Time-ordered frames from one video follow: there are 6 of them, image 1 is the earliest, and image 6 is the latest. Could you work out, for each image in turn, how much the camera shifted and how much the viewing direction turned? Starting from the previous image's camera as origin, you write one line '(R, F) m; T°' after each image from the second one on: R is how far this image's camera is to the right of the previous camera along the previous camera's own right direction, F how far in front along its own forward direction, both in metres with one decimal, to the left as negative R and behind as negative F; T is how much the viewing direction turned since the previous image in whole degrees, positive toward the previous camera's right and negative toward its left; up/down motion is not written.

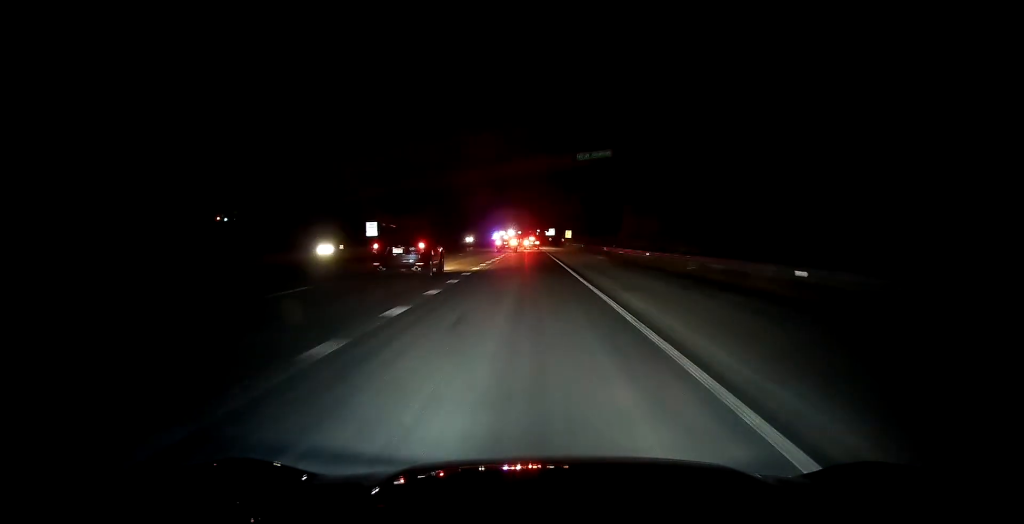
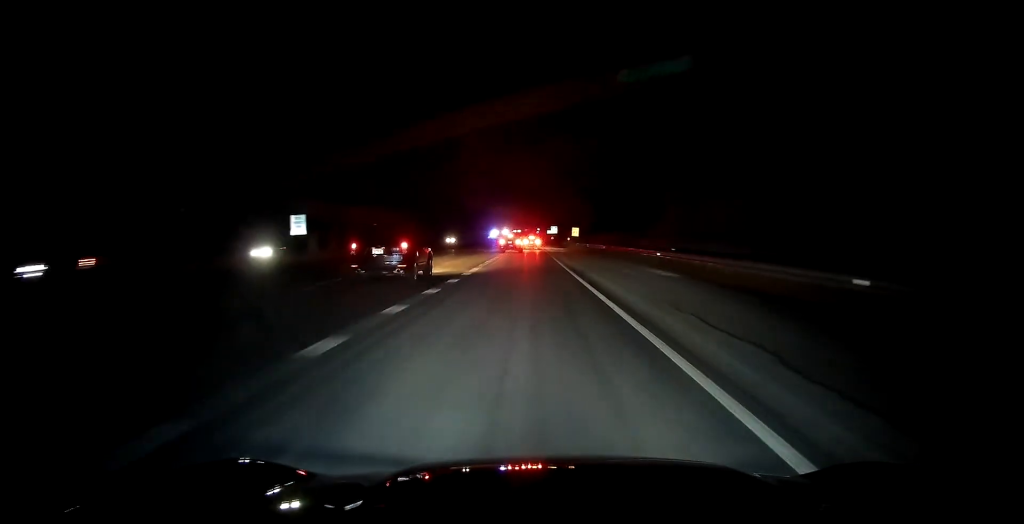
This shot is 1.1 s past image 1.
(-0.2, +21.0) m; 0°
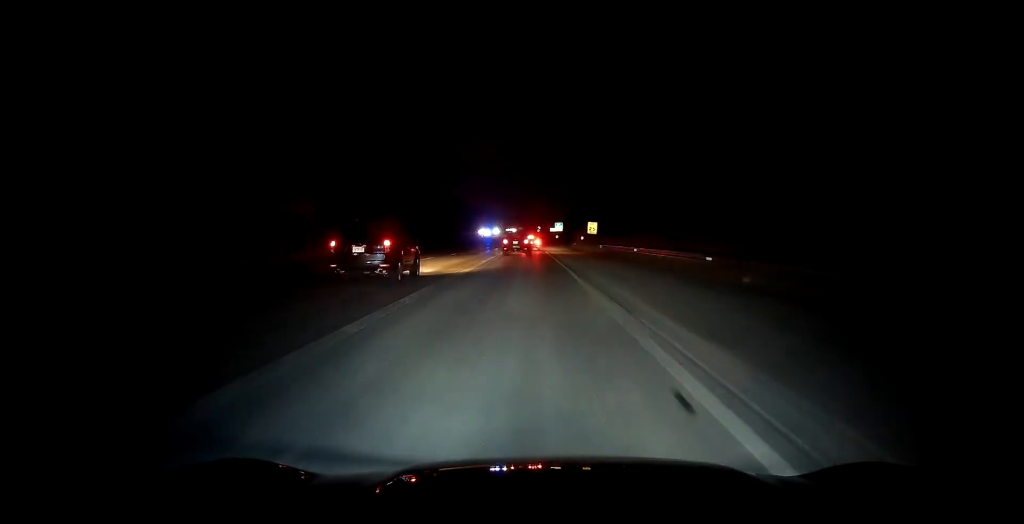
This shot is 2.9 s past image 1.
(+0.3, +30.3) m; 0°
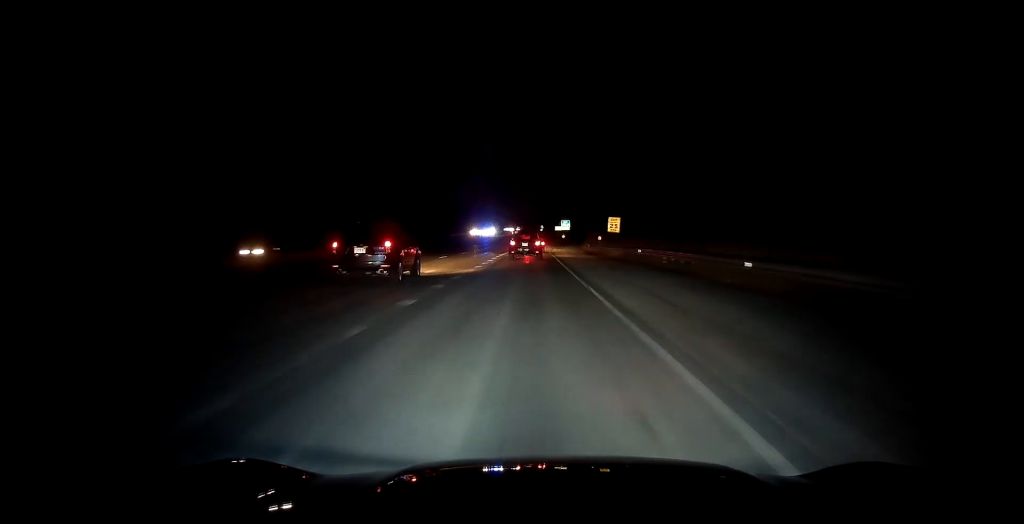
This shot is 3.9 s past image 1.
(-0.1, +16.6) m; 0°
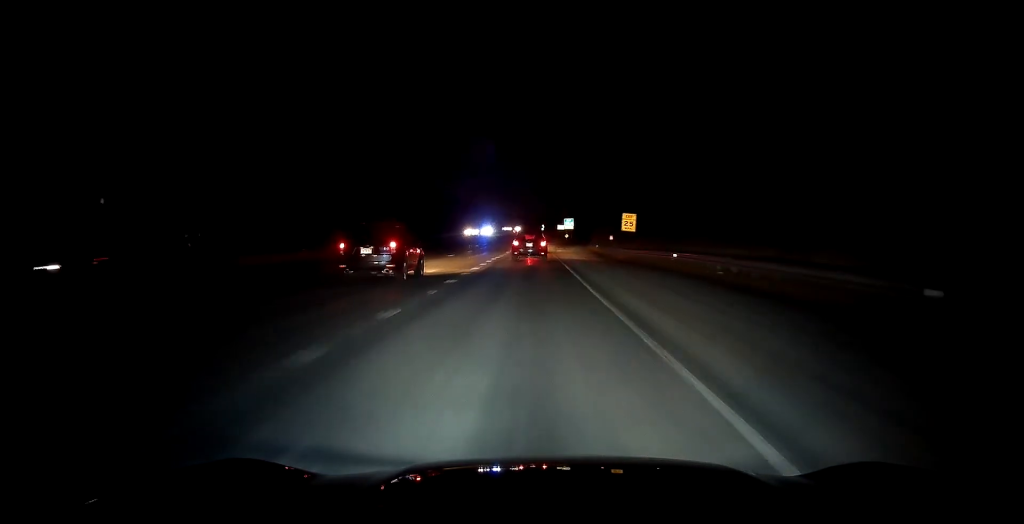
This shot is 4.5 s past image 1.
(0.0, +8.2) m; 0°
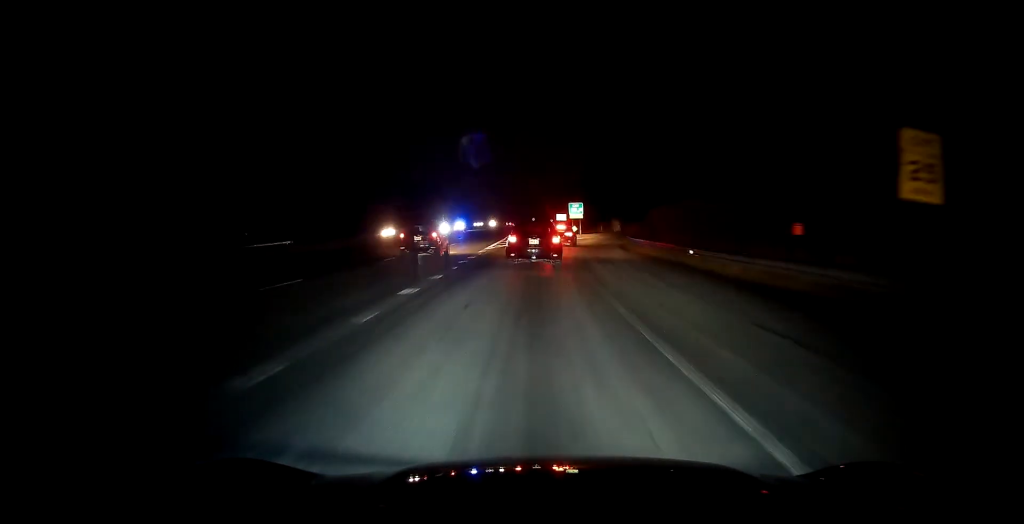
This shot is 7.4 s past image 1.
(+0.1, +37.4) m; +3°
